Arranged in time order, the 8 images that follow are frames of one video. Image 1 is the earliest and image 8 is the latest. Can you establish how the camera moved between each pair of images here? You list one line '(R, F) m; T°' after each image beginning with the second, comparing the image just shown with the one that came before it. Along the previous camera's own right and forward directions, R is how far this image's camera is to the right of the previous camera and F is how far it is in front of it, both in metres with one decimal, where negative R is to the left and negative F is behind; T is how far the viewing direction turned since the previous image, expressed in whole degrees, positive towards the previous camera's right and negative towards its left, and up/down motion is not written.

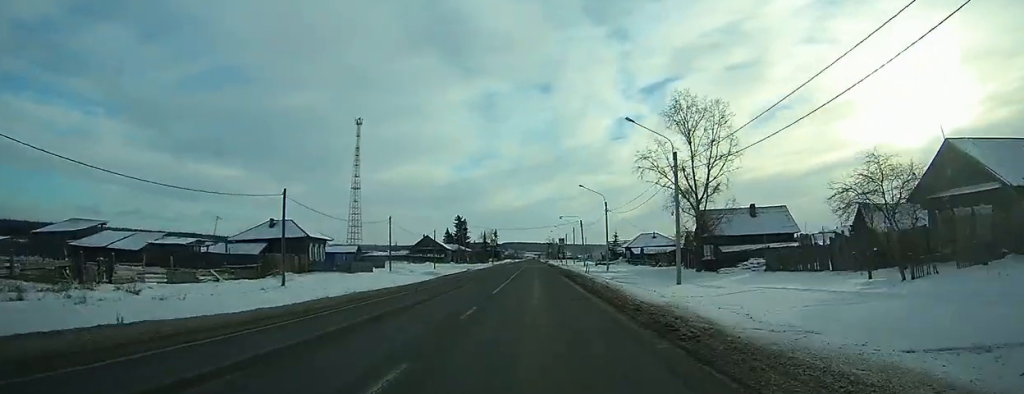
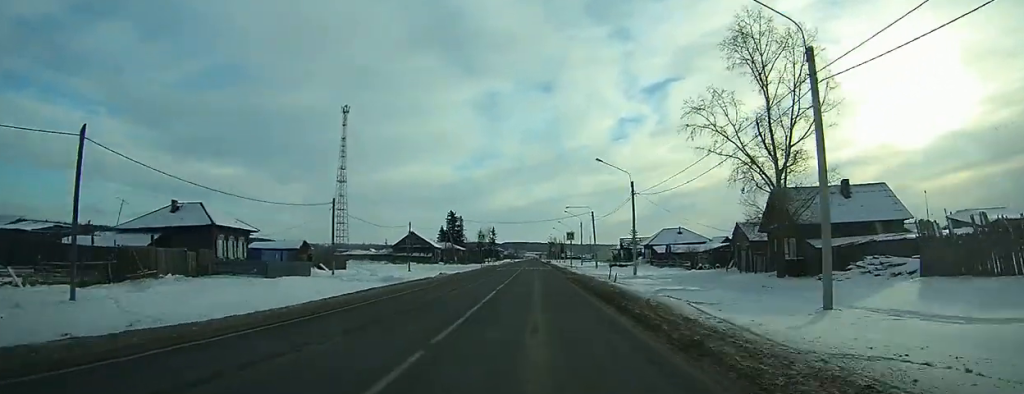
(0.0, +20.8) m; 0°
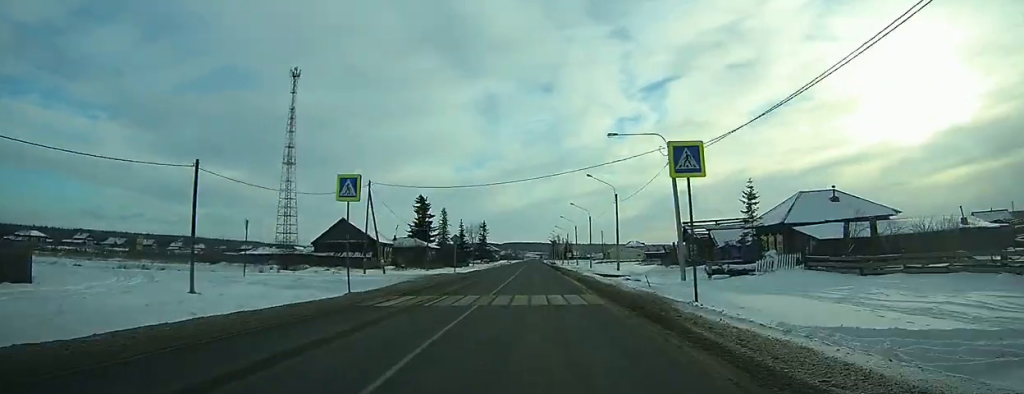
(+0.4, +50.6) m; +1°
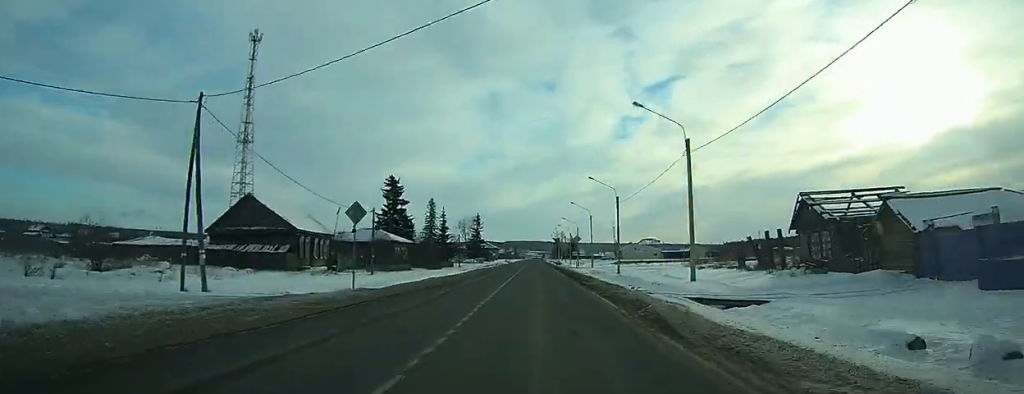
(0.0, +27.9) m; 0°
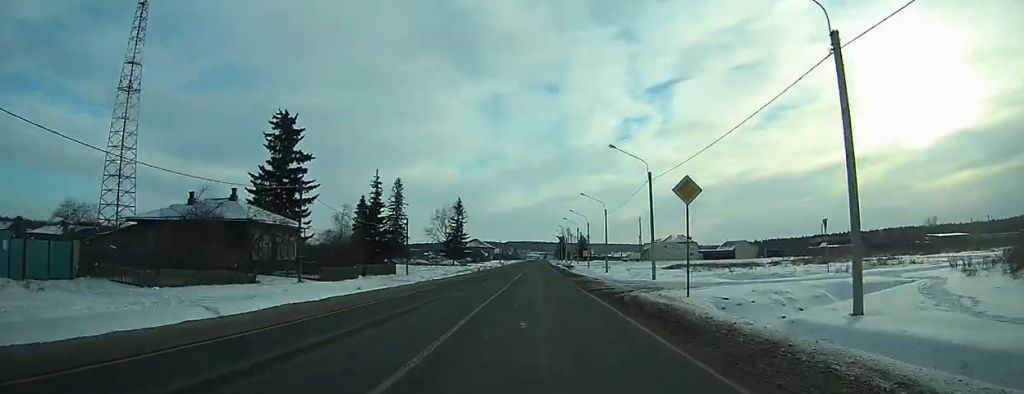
(-0.1, +44.1) m; 0°
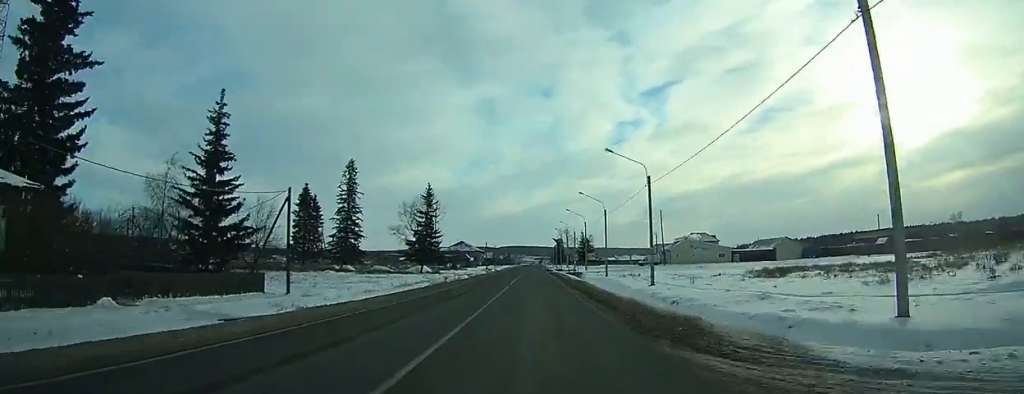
(0.0, +32.7) m; 0°
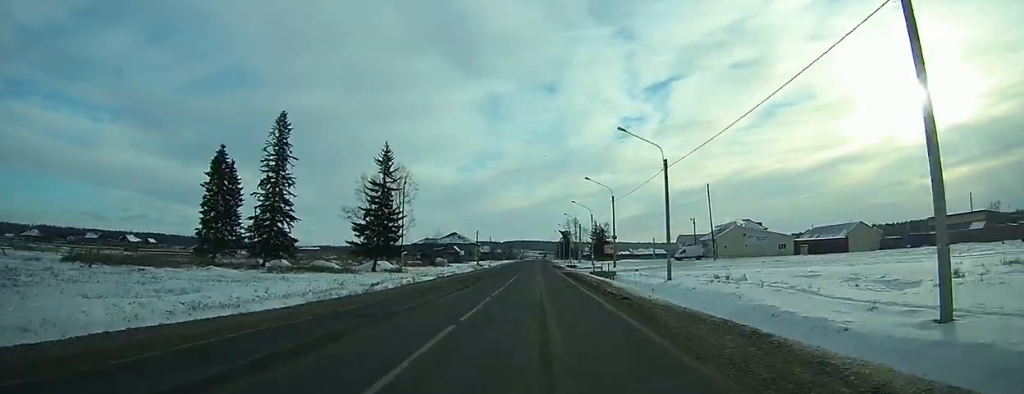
(0.0, +35.6) m; 0°
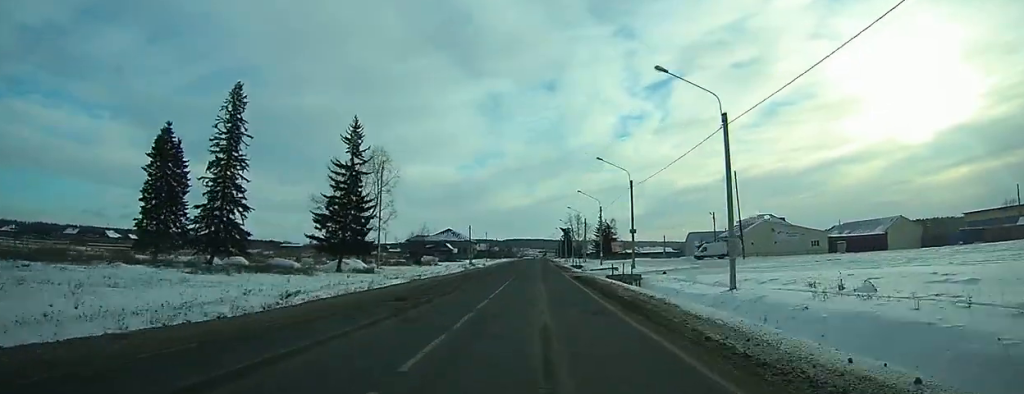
(0.0, +14.7) m; 0°
